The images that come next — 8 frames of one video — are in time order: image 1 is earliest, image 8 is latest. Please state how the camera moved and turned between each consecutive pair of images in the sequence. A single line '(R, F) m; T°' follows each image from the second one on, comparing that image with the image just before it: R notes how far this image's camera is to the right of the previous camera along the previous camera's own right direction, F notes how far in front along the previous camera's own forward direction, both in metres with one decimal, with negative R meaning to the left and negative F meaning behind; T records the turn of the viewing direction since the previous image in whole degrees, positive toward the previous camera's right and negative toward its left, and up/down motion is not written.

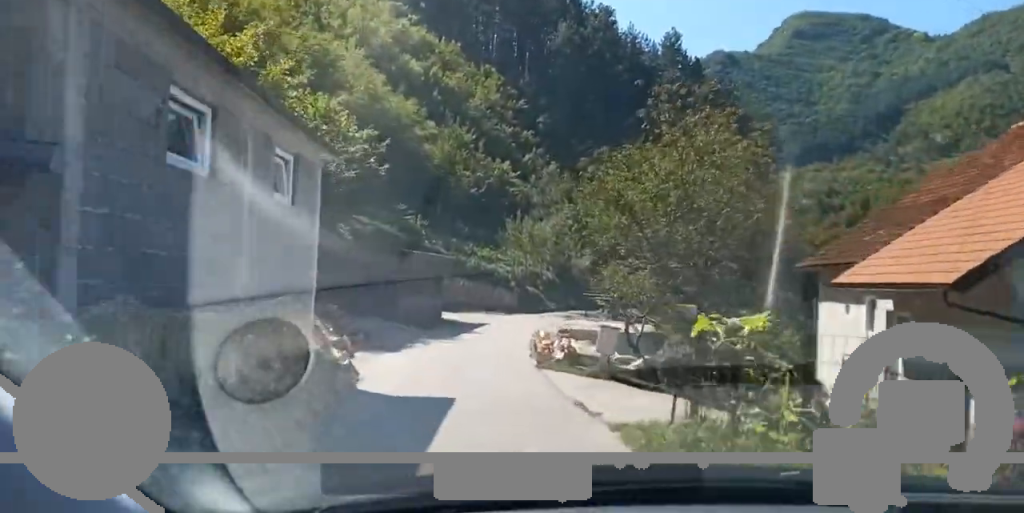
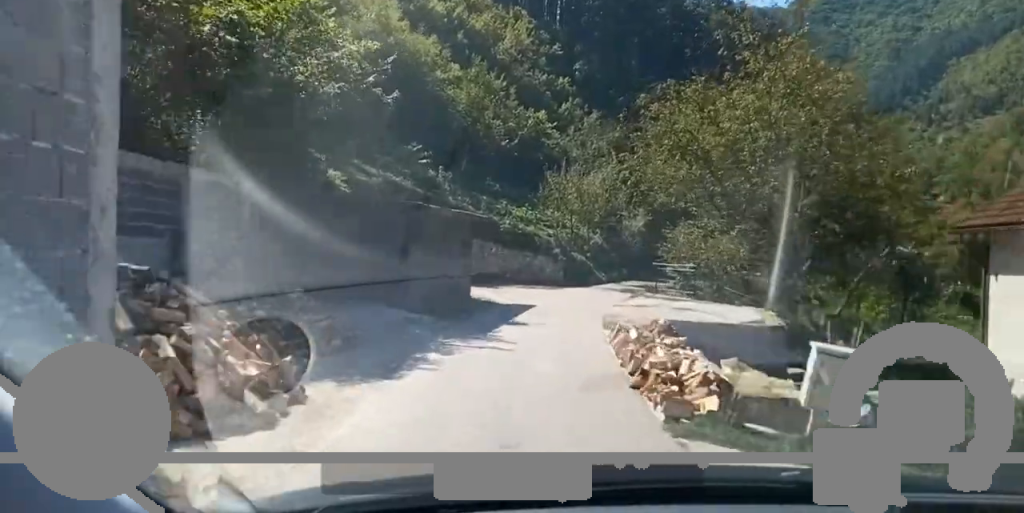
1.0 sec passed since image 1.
(-0.9, +8.5) m; -9°
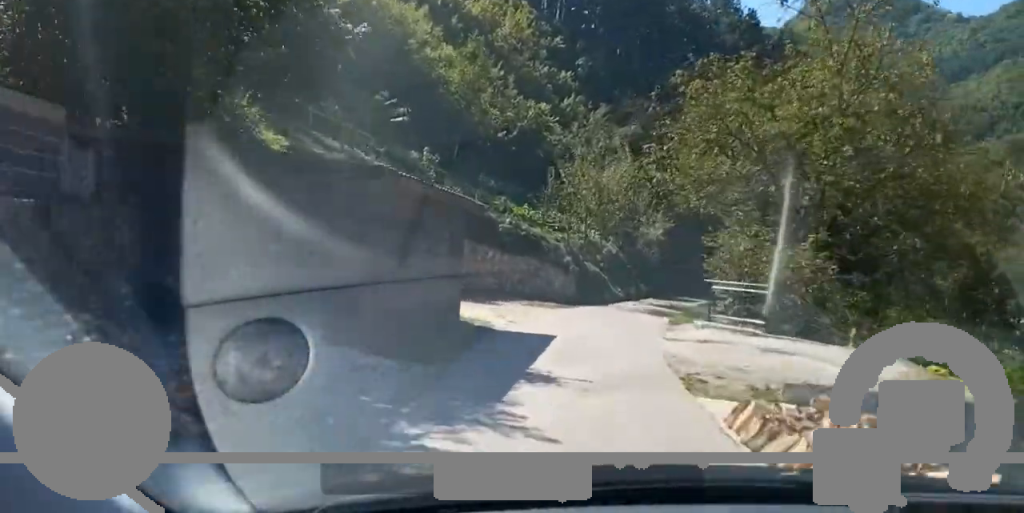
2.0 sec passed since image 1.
(-0.3, +7.2) m; -2°
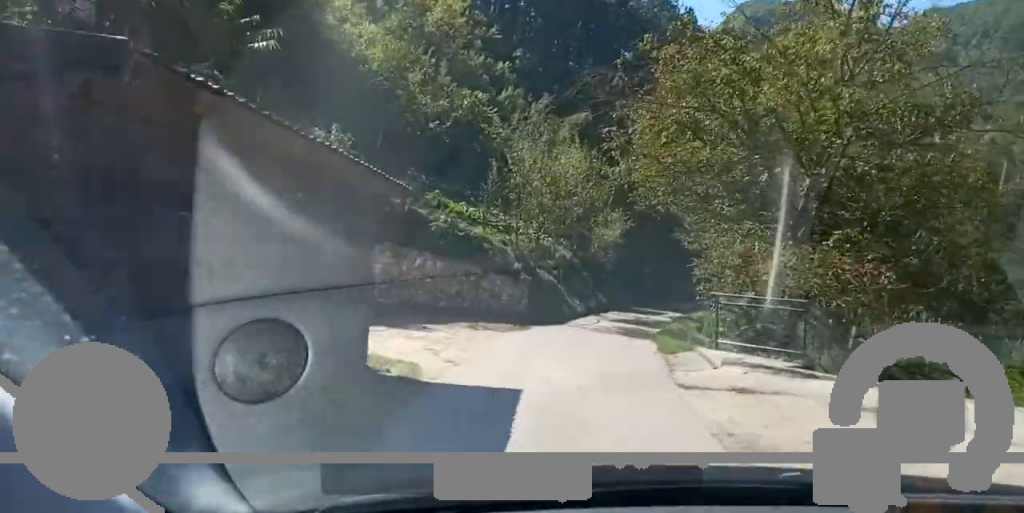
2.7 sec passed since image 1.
(0.0, +5.5) m; 0°
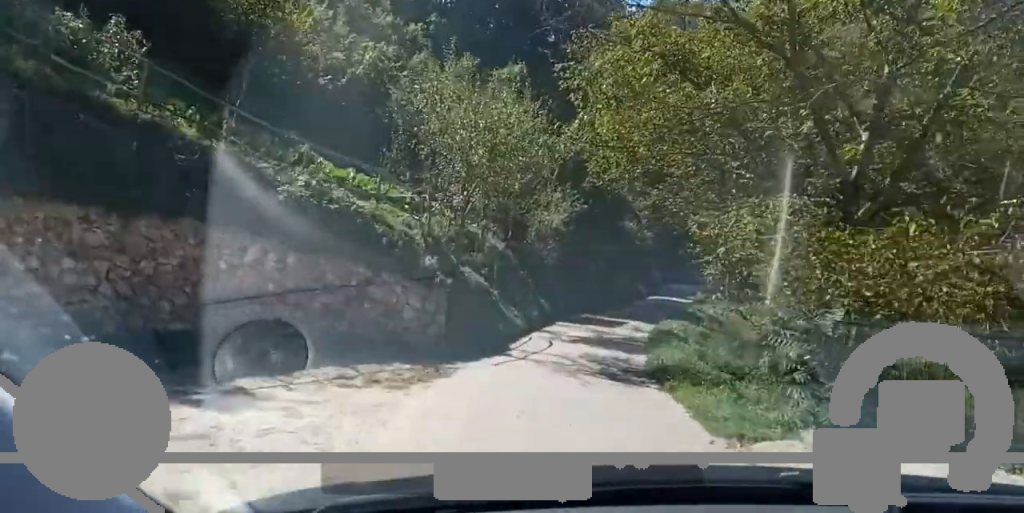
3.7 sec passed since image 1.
(0.0, +7.8) m; +8°
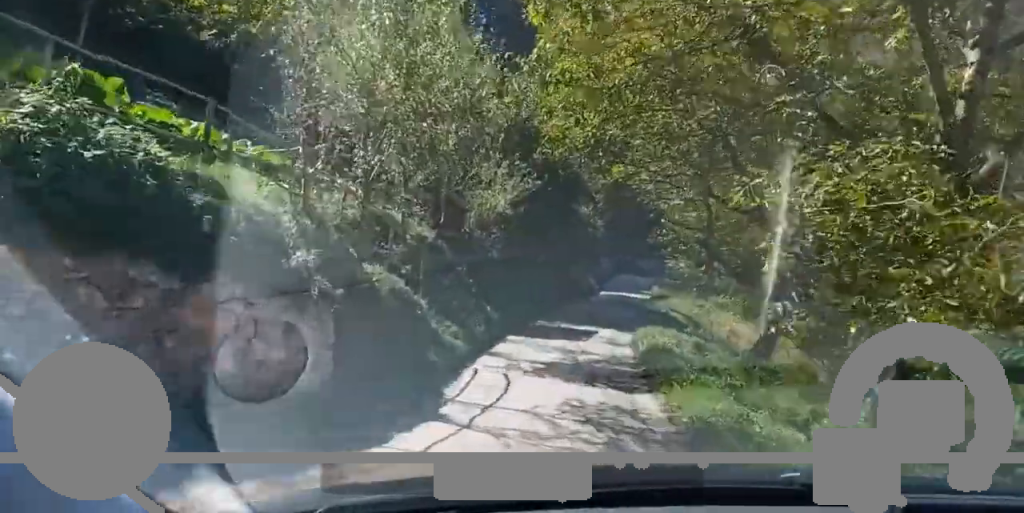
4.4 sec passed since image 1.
(0.0, +5.0) m; +10°
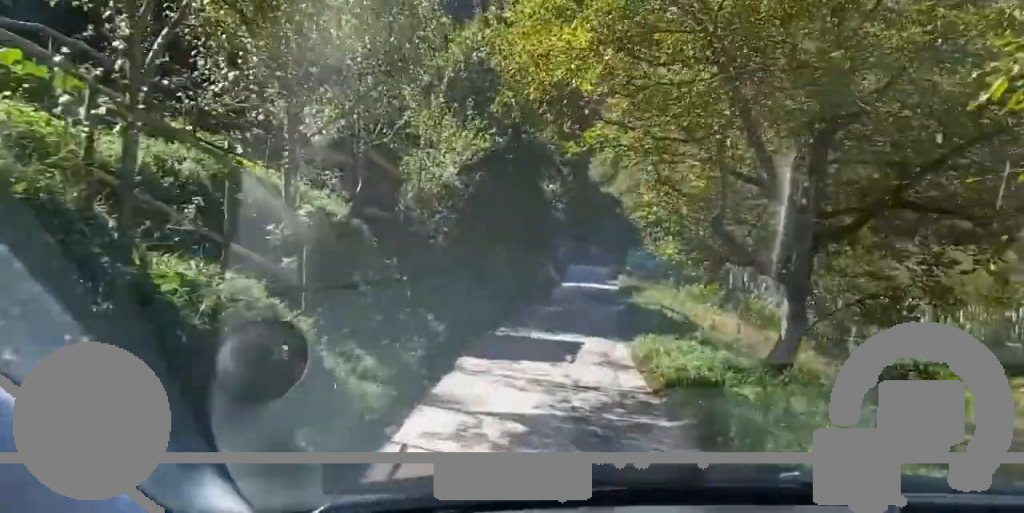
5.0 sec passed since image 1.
(+1.0, +4.6) m; +9°
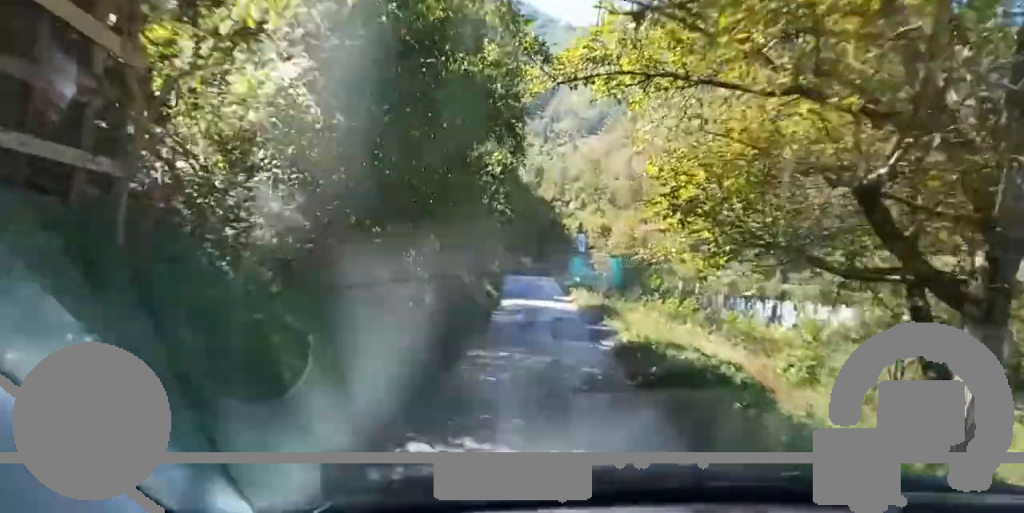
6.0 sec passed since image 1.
(+0.4, +7.8) m; +3°
